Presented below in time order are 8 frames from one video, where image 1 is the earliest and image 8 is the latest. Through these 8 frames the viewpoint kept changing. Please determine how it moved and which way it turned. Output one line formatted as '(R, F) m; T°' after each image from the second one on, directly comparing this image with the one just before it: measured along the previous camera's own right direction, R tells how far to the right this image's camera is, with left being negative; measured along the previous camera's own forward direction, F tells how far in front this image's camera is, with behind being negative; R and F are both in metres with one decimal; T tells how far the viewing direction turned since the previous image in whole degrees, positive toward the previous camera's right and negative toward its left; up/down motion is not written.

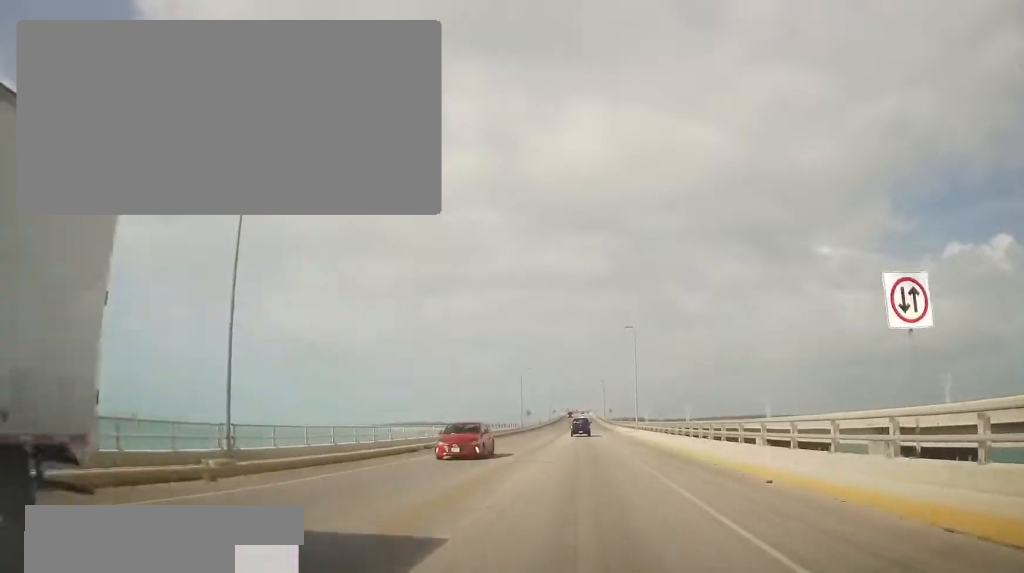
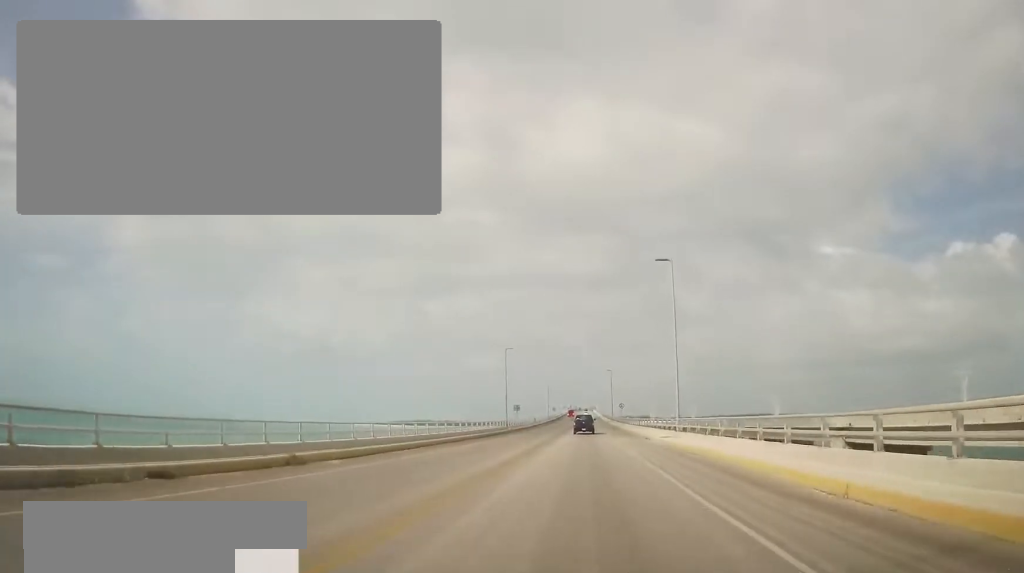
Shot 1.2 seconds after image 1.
(+0.6, +22.6) m; +1°
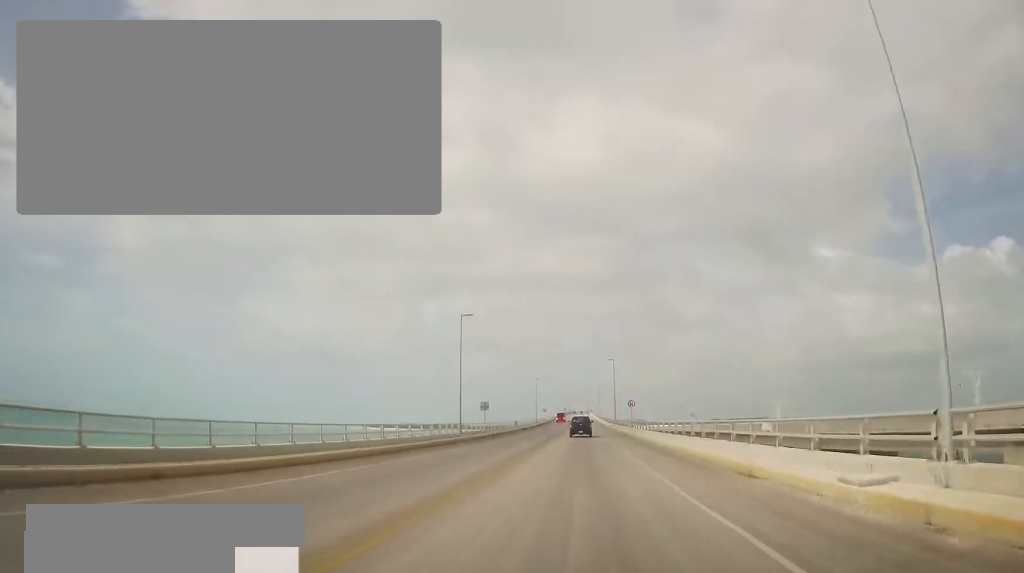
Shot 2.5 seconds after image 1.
(-0.6, +24.8) m; -2°
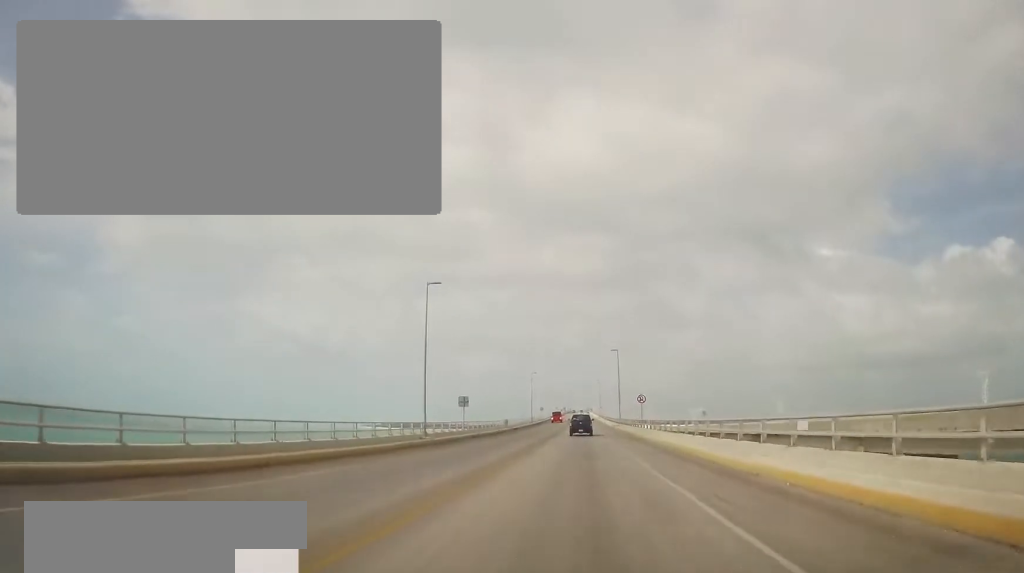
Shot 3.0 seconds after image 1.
(0.0, +10.9) m; -1°
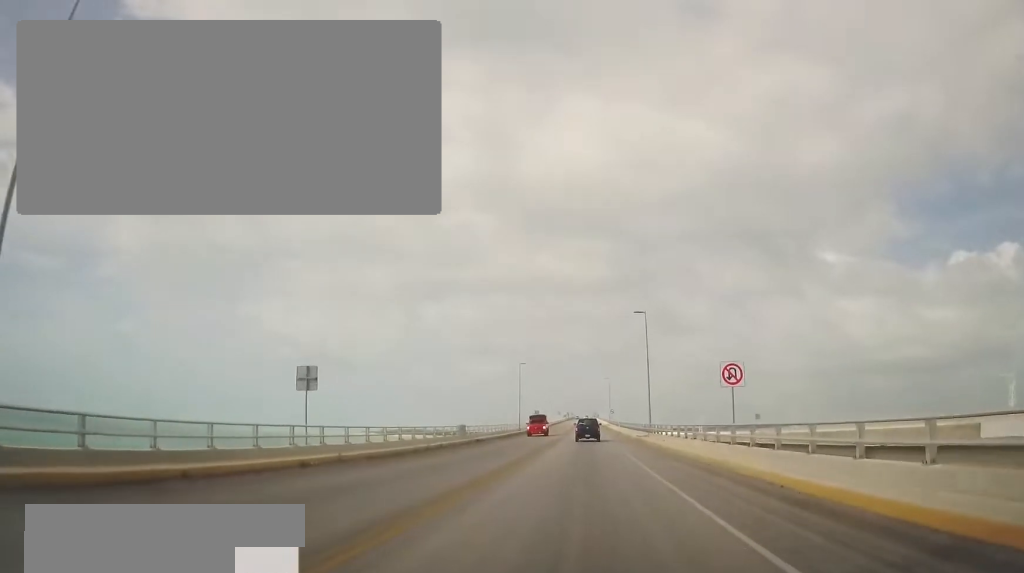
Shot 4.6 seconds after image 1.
(-0.5, +30.5) m; 0°
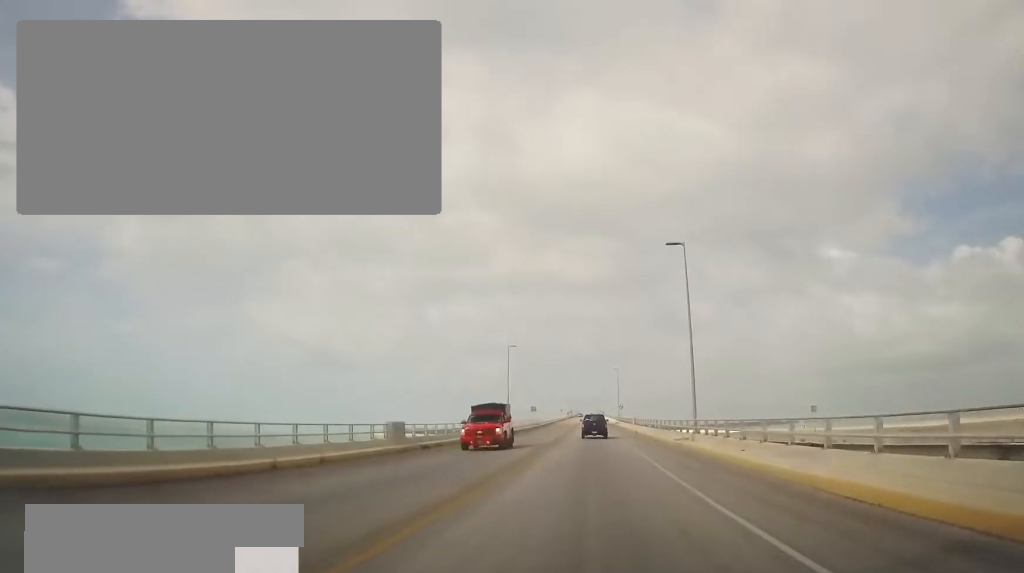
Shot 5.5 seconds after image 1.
(+0.3, +17.5) m; +2°
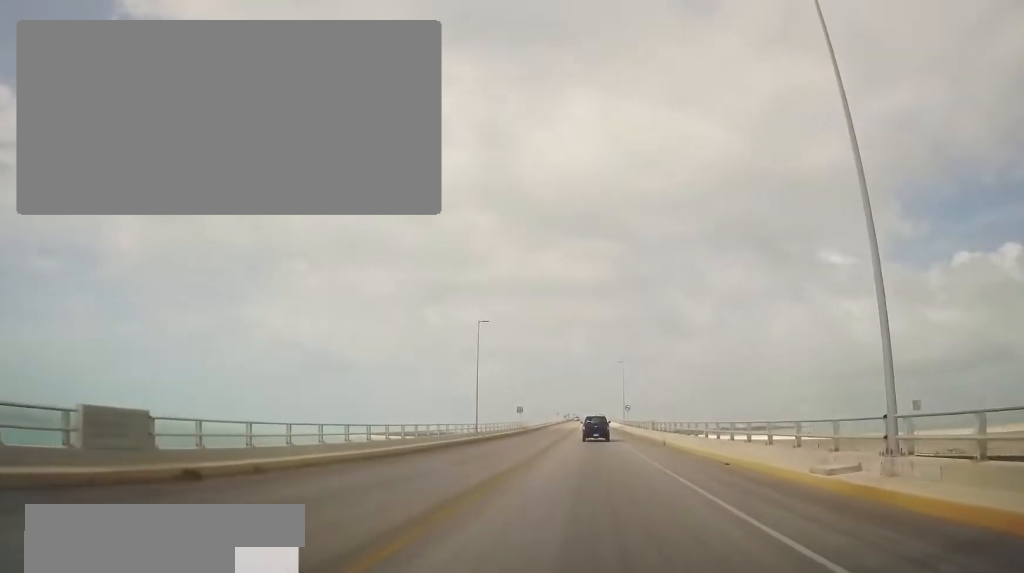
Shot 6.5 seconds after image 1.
(+0.1, +19.1) m; 0°
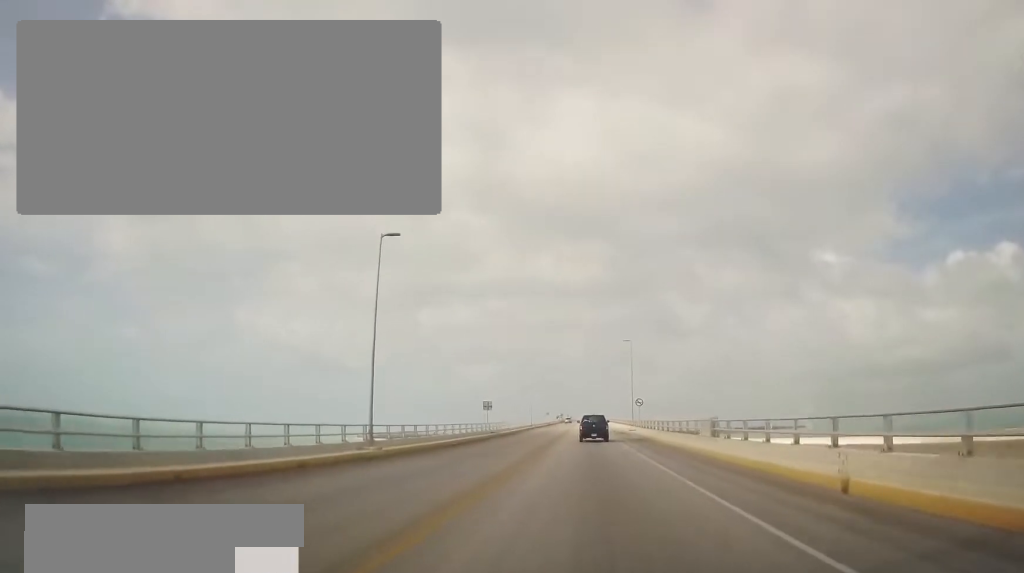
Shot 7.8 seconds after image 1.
(-0.1, +24.2) m; 0°
